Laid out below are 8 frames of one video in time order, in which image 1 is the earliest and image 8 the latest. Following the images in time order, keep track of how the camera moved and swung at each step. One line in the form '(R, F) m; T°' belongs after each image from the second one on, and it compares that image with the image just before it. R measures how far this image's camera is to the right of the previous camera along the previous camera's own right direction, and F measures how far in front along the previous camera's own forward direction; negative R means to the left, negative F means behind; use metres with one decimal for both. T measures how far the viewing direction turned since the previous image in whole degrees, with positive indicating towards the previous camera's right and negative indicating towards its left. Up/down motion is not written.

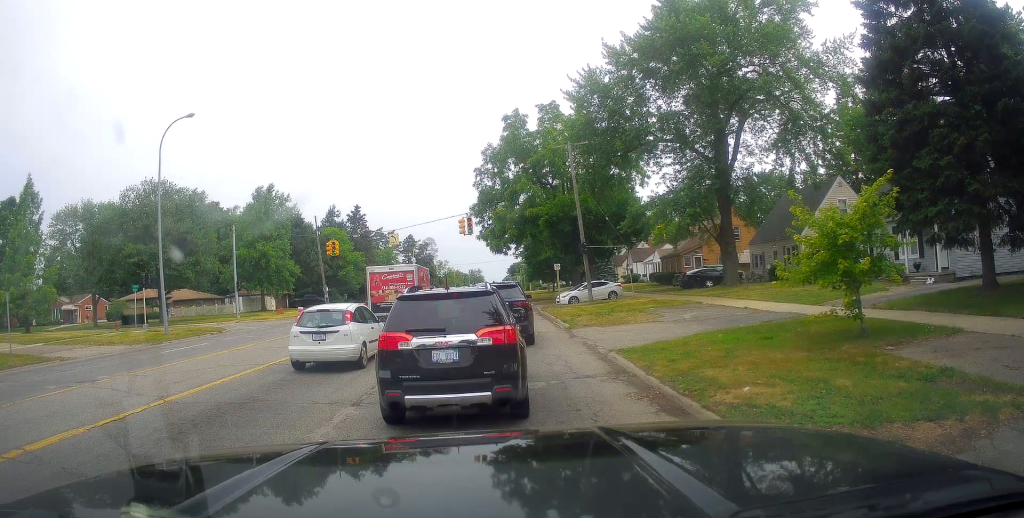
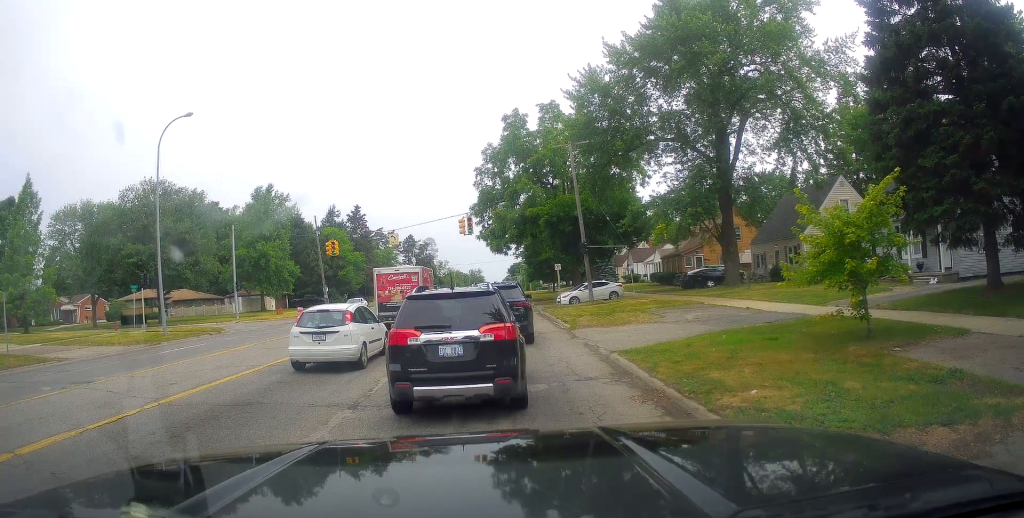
(+0.1, +0.3) m; 0°
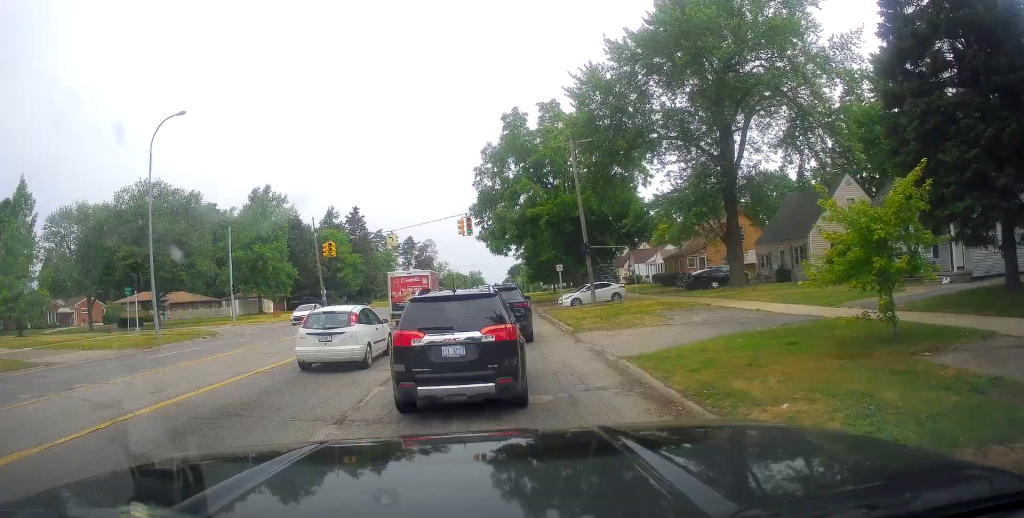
(0.0, 0.0) m; 0°
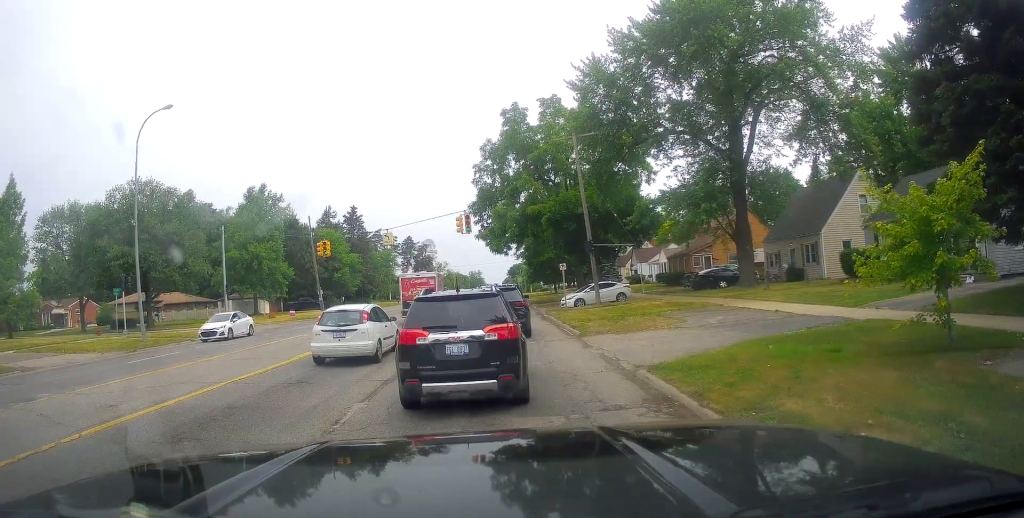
(0.0, 0.0) m; 0°
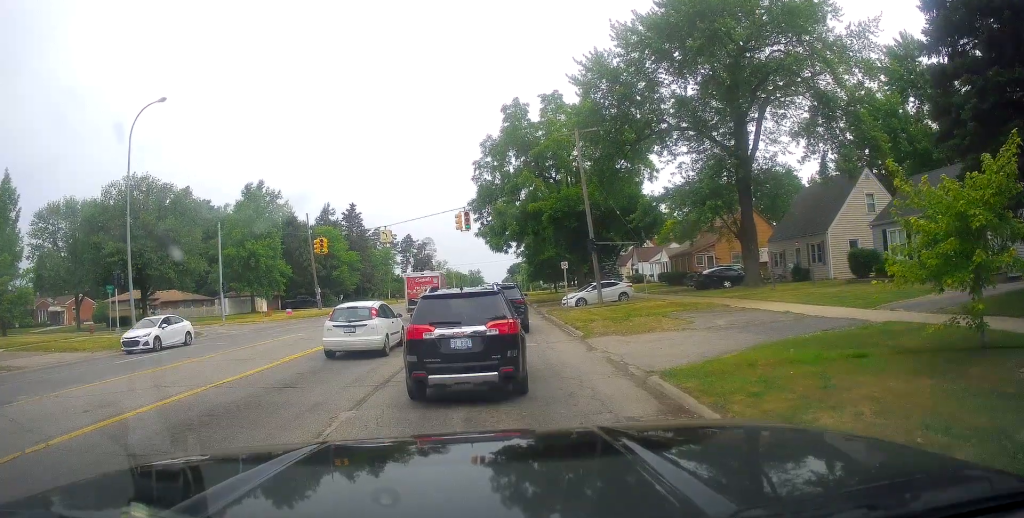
(0.0, 0.0) m; 0°
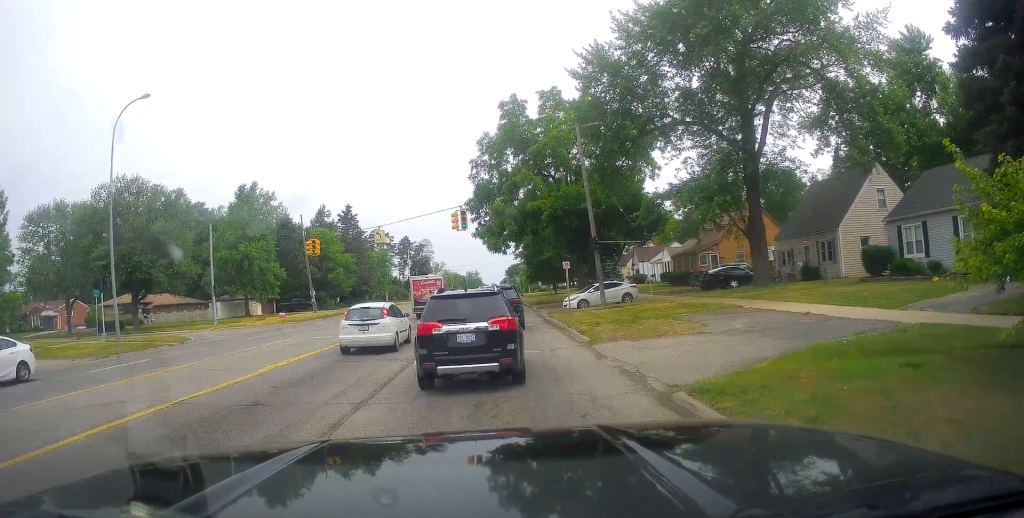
(0.0, 0.0) m; 0°
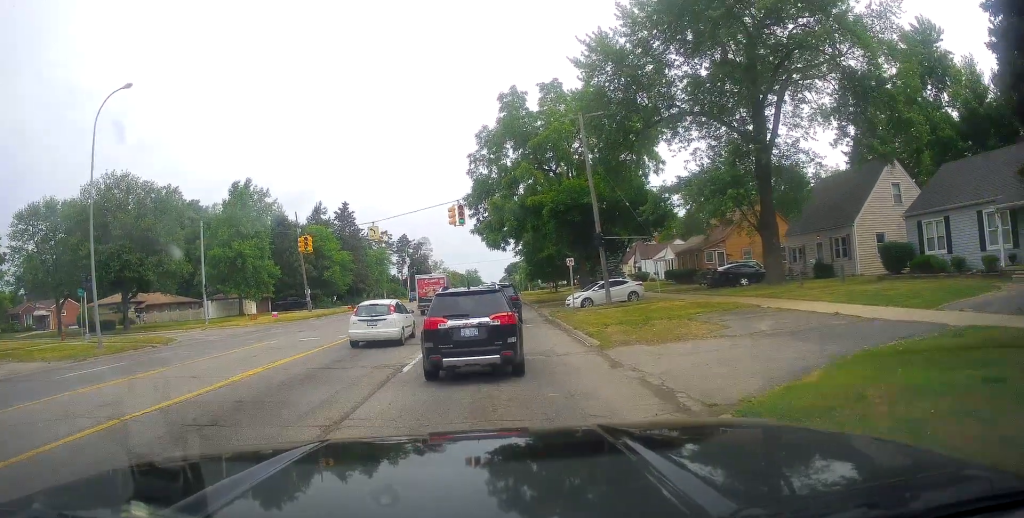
(0.0, 0.0) m; 0°
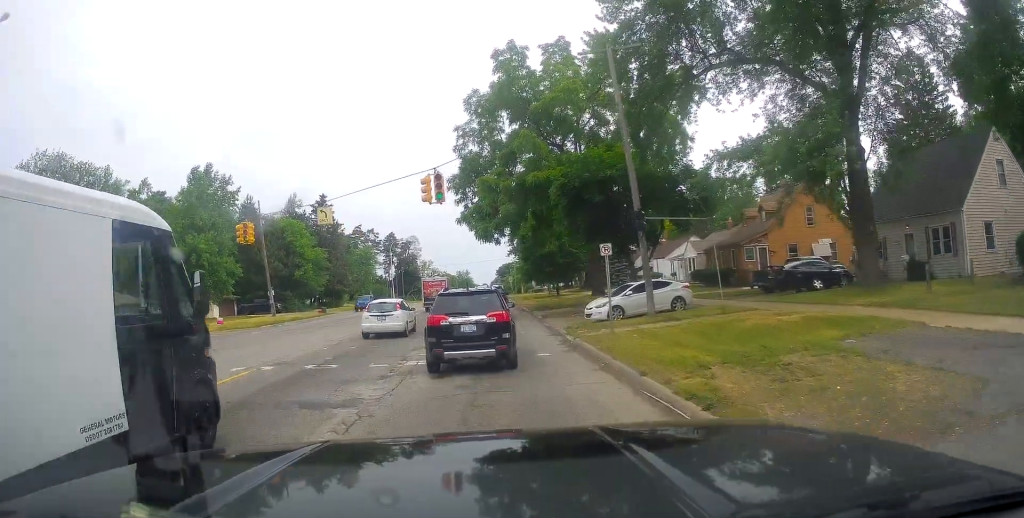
(+0.2, +4.9) m; +2°
